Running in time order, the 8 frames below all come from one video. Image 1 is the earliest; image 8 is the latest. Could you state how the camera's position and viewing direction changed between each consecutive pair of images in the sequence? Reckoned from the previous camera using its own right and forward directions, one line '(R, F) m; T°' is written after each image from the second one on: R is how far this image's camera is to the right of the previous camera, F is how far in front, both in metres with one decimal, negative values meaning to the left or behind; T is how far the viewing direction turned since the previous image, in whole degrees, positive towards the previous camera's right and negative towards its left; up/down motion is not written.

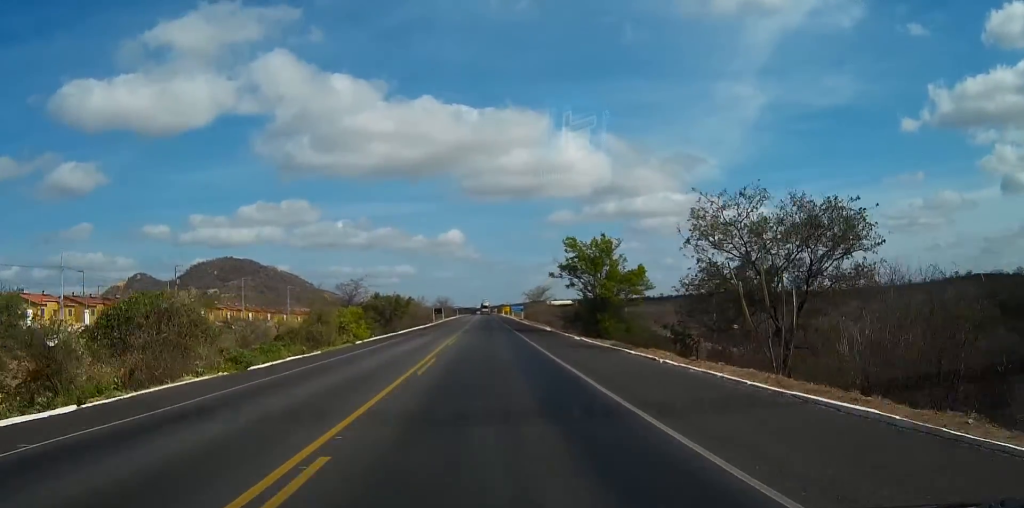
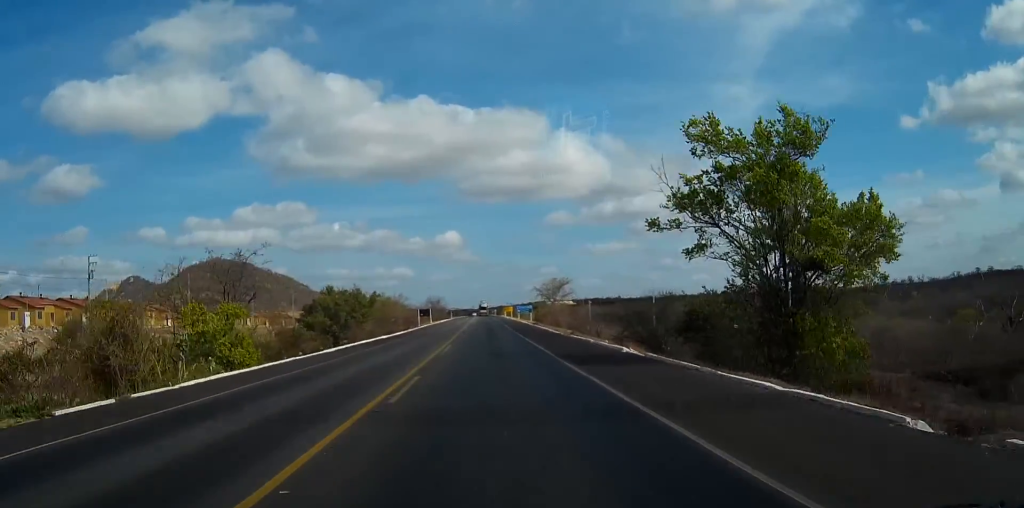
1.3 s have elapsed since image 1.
(+0.1, +32.9) m; 0°
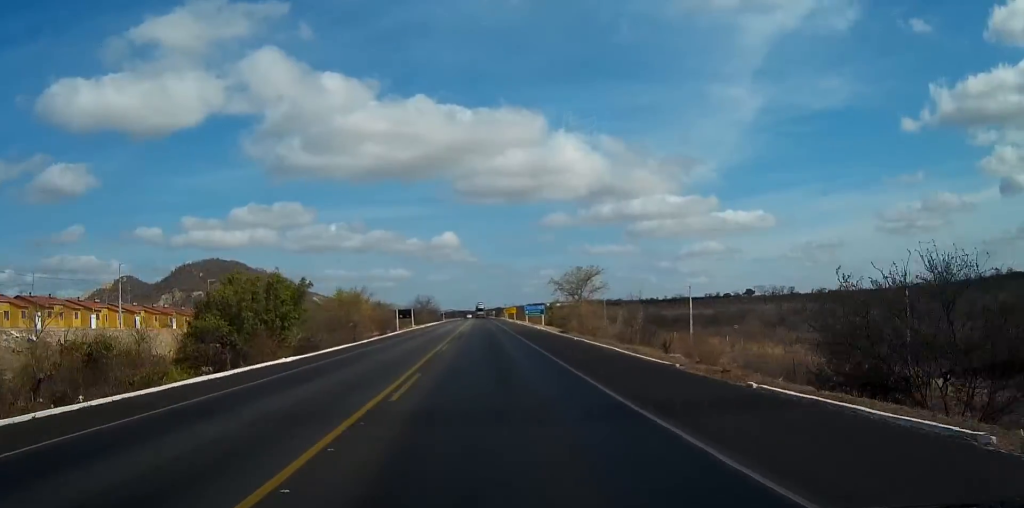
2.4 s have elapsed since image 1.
(+0.1, +28.9) m; 0°
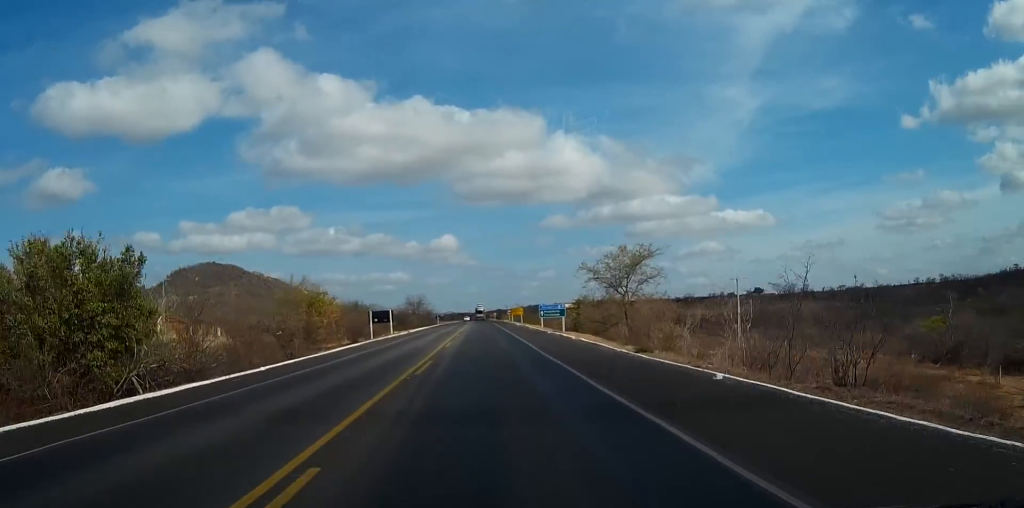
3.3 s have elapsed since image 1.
(0.0, +23.5) m; 0°
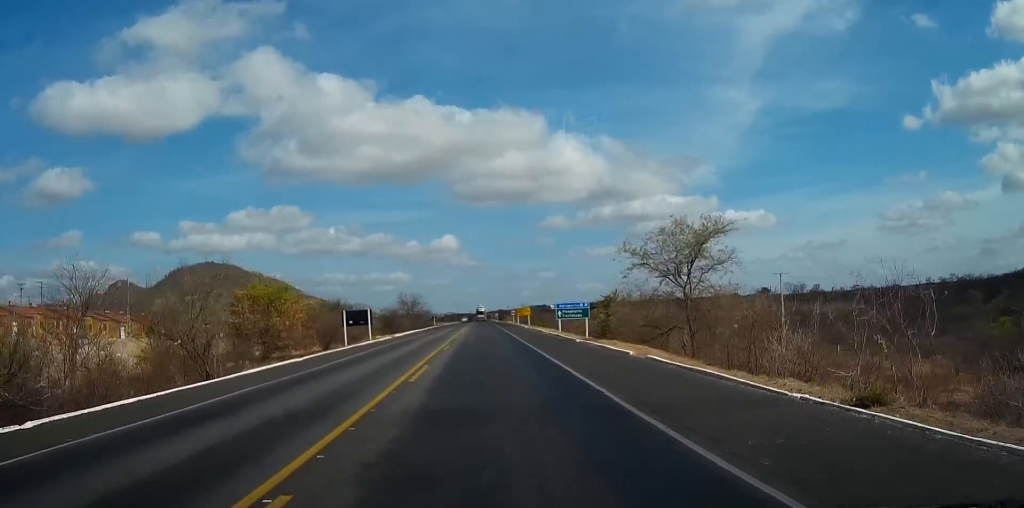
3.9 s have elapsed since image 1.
(0.0, +15.0) m; 0°
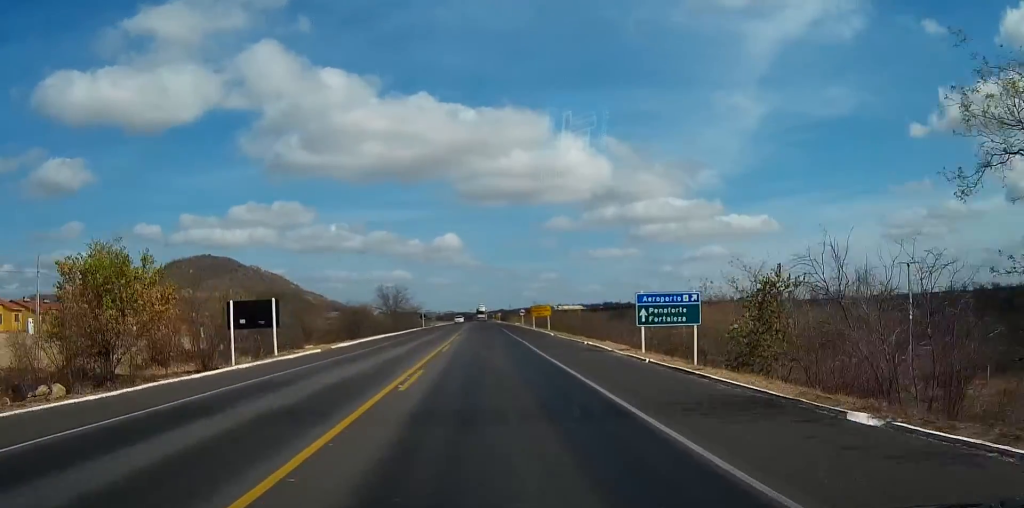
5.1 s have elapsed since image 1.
(0.0, +28.1) m; 0°
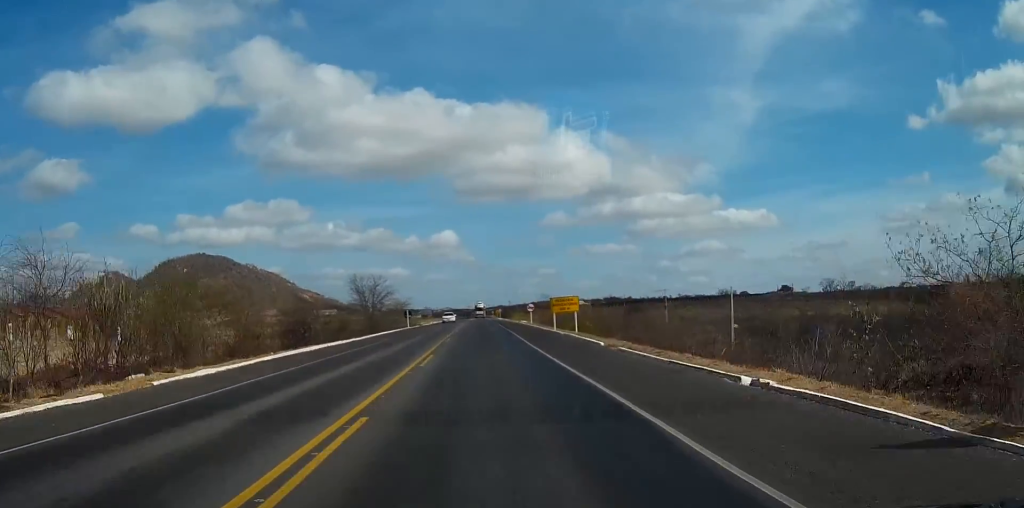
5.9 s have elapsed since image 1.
(+0.1, +21.4) m; 0°
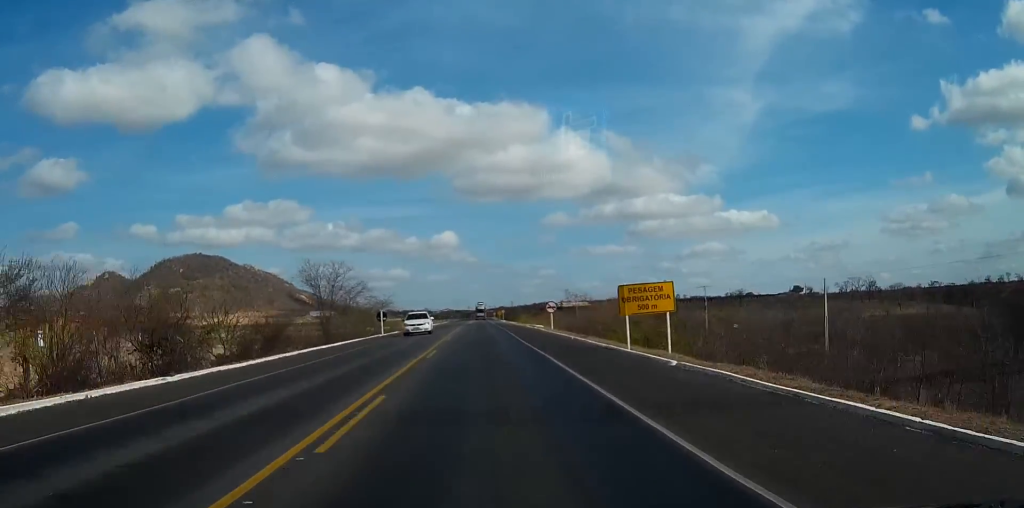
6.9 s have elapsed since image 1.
(0.0, +24.5) m; 0°
